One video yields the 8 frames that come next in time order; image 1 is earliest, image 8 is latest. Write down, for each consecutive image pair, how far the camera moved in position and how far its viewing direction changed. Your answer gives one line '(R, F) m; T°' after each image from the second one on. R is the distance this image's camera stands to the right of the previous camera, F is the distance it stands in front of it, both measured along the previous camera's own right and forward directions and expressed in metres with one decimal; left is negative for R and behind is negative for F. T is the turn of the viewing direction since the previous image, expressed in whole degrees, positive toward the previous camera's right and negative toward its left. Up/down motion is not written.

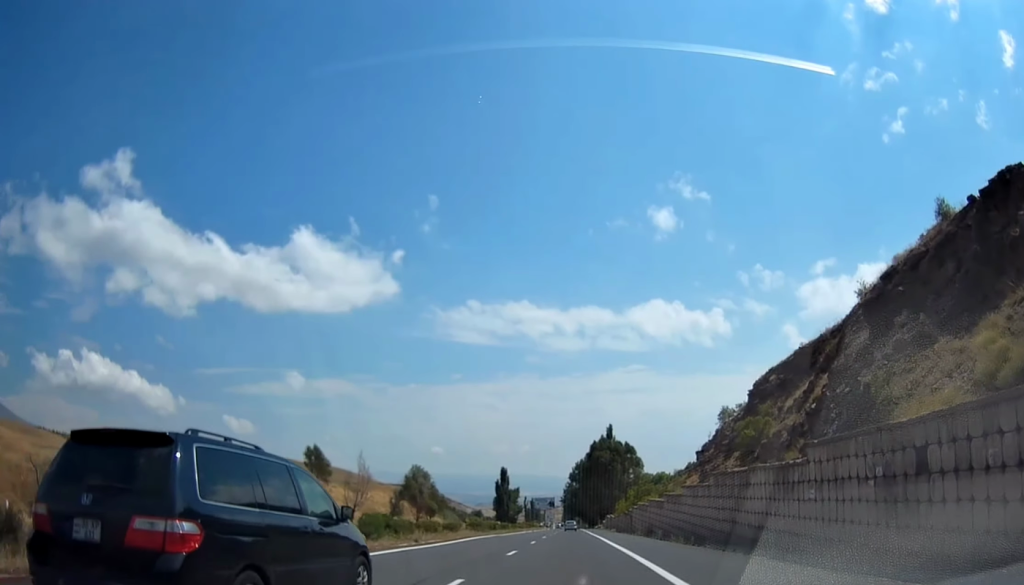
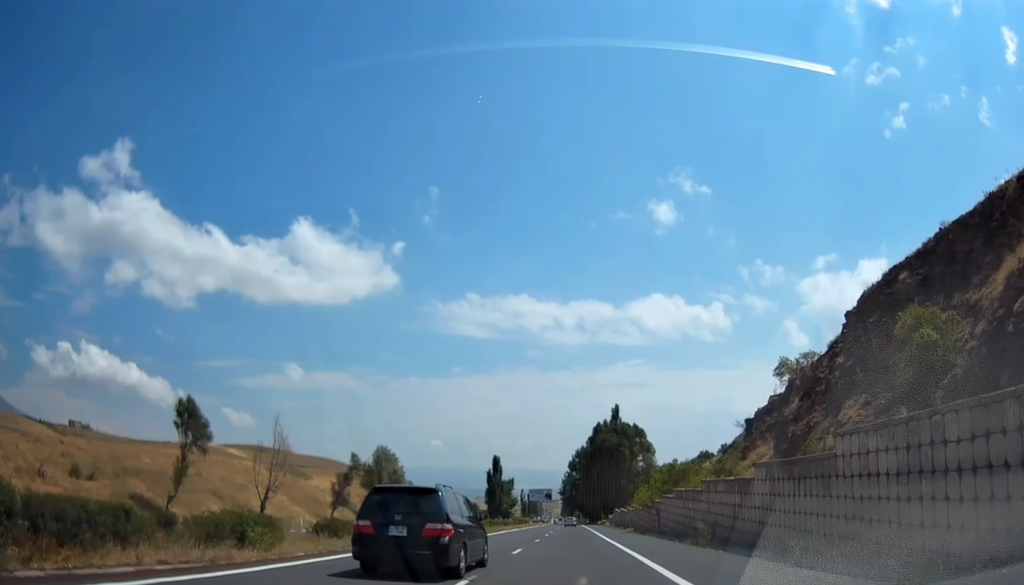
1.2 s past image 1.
(-0.1, +23.6) m; -1°
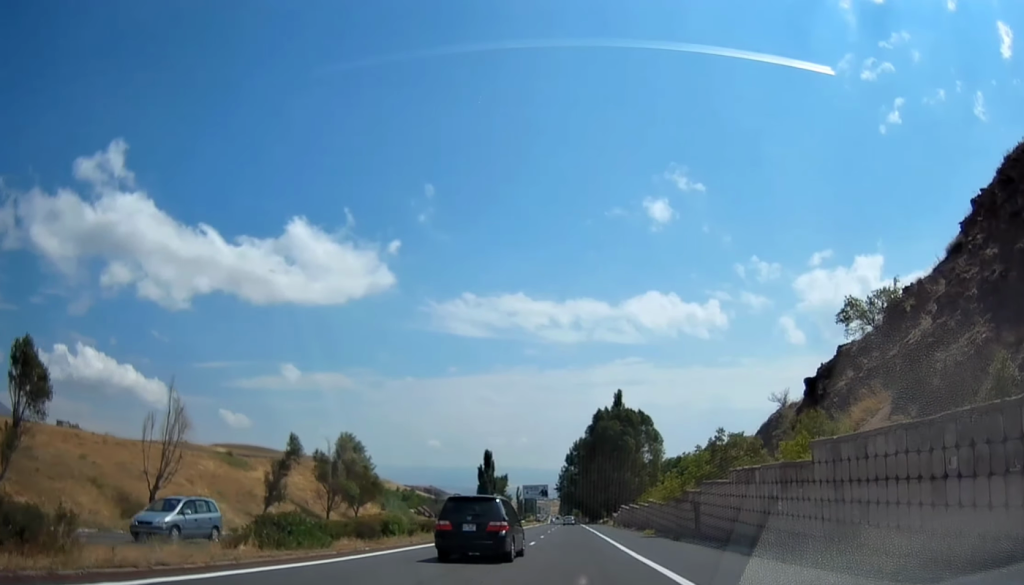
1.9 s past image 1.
(0.0, +16.0) m; 0°
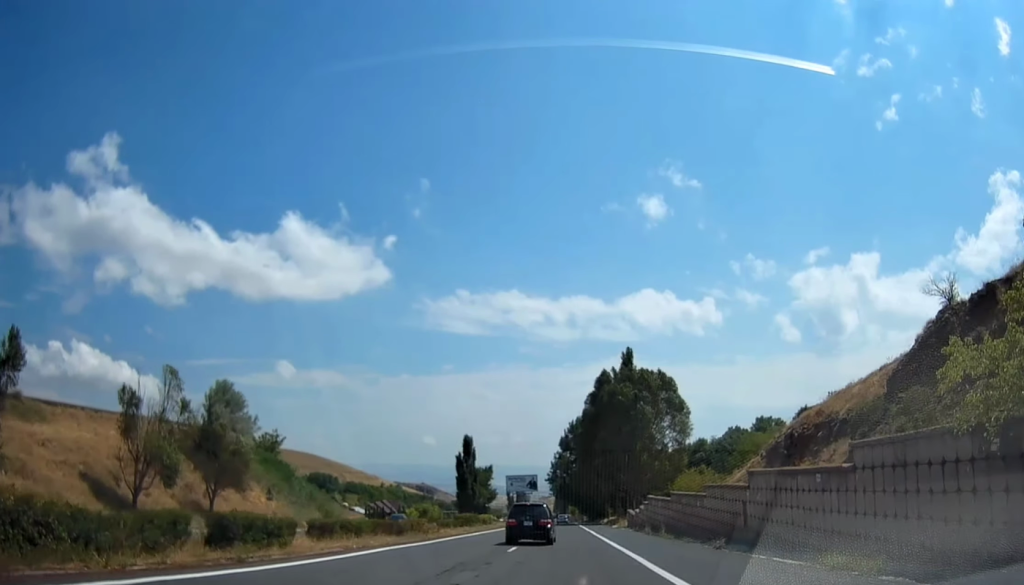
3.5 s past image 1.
(0.0, +32.6) m; 0°
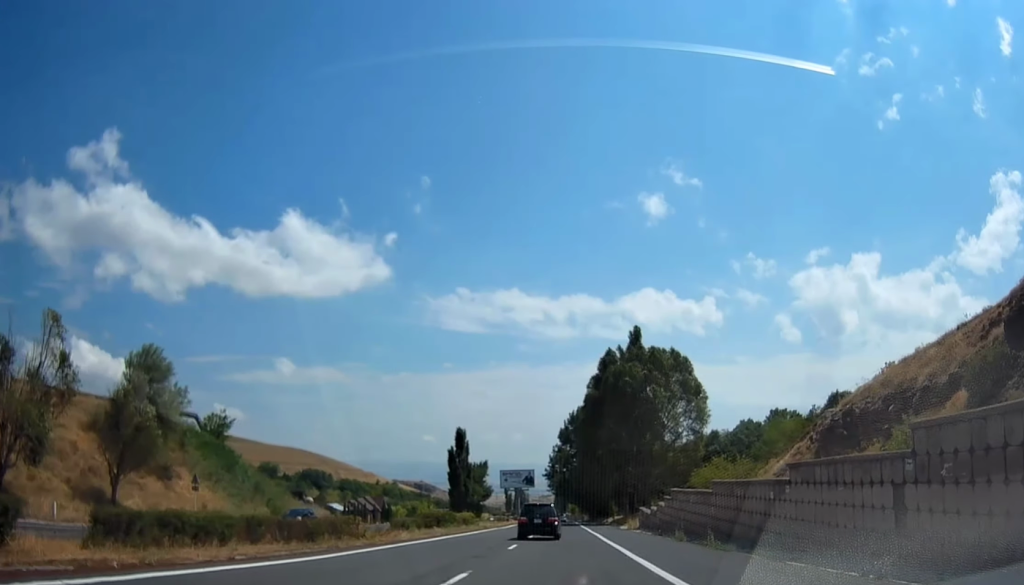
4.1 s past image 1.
(+0.1, +11.8) m; 0°
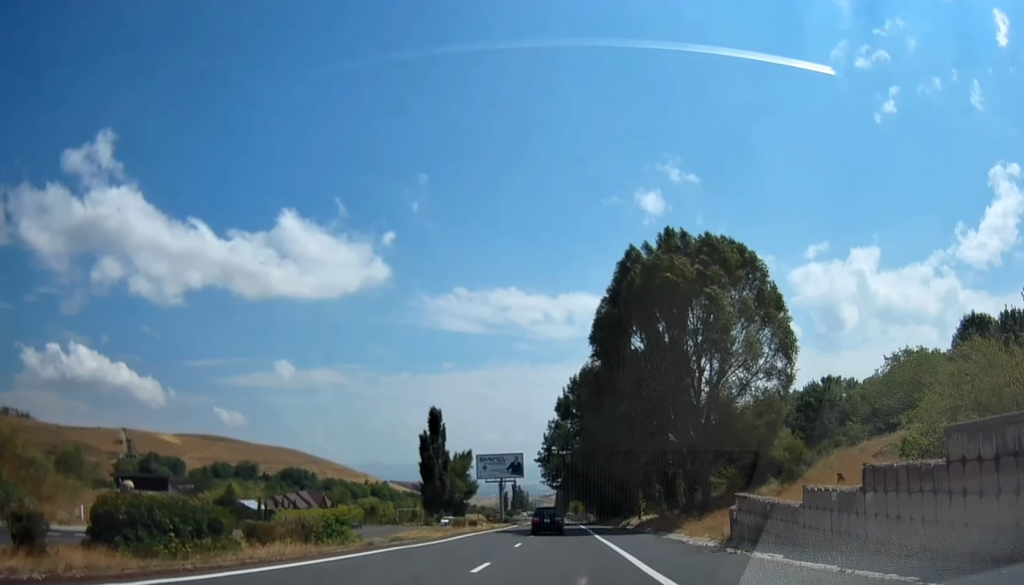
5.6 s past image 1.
(+0.1, +32.4) m; 0°
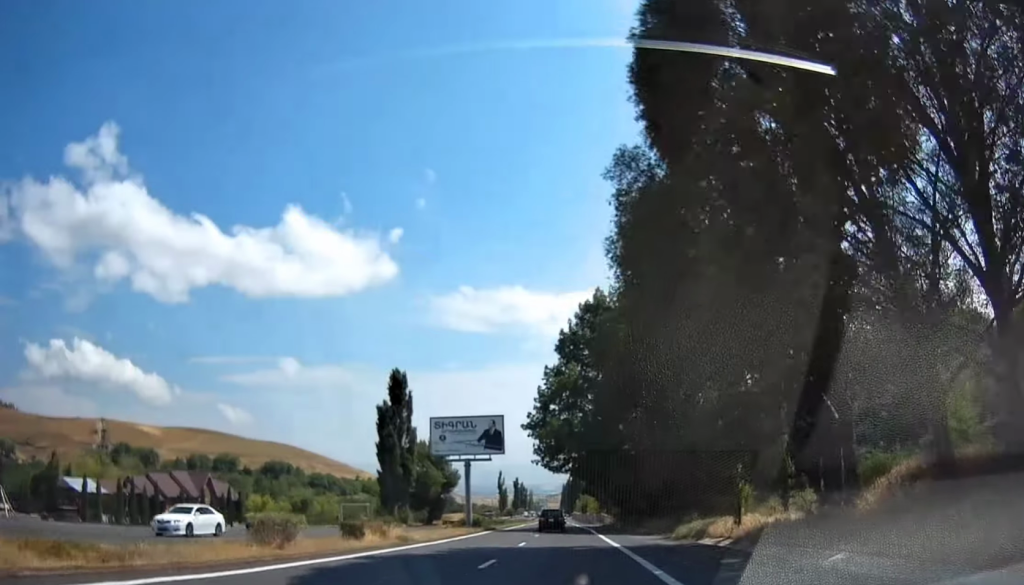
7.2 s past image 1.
(+0.2, +33.6) m; +1°
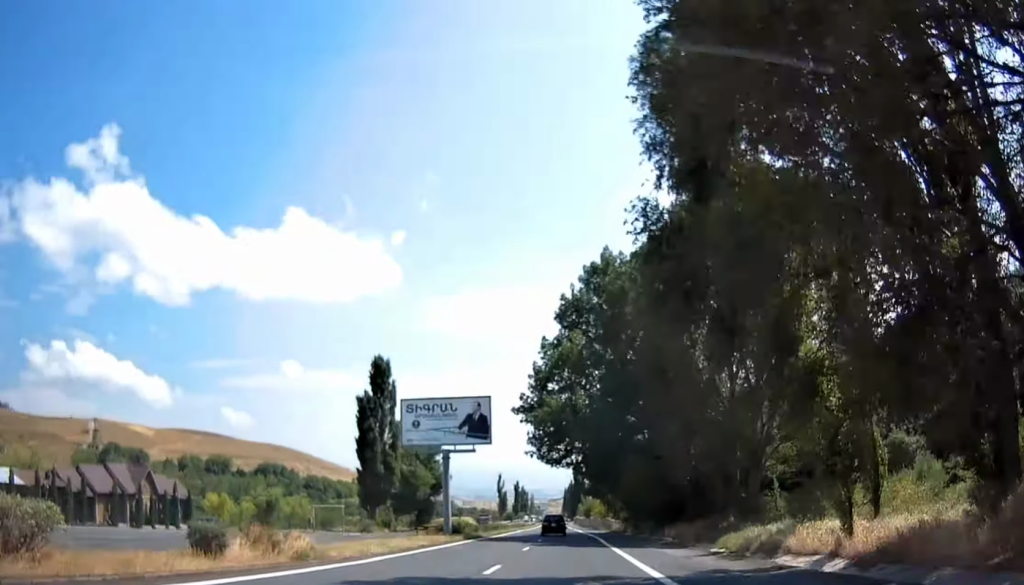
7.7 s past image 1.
(0.0, +10.9) m; 0°
